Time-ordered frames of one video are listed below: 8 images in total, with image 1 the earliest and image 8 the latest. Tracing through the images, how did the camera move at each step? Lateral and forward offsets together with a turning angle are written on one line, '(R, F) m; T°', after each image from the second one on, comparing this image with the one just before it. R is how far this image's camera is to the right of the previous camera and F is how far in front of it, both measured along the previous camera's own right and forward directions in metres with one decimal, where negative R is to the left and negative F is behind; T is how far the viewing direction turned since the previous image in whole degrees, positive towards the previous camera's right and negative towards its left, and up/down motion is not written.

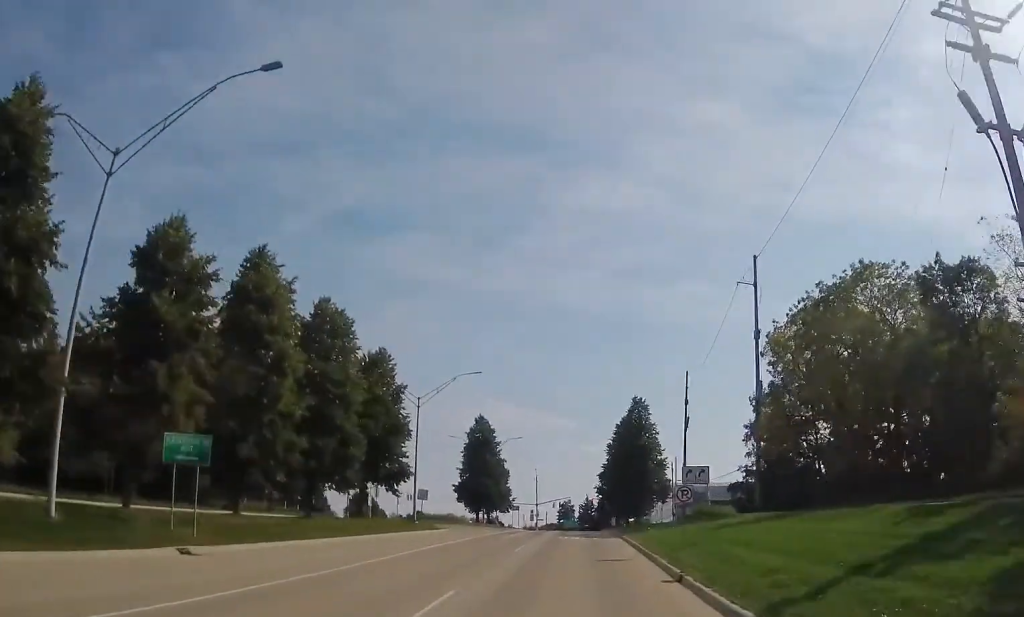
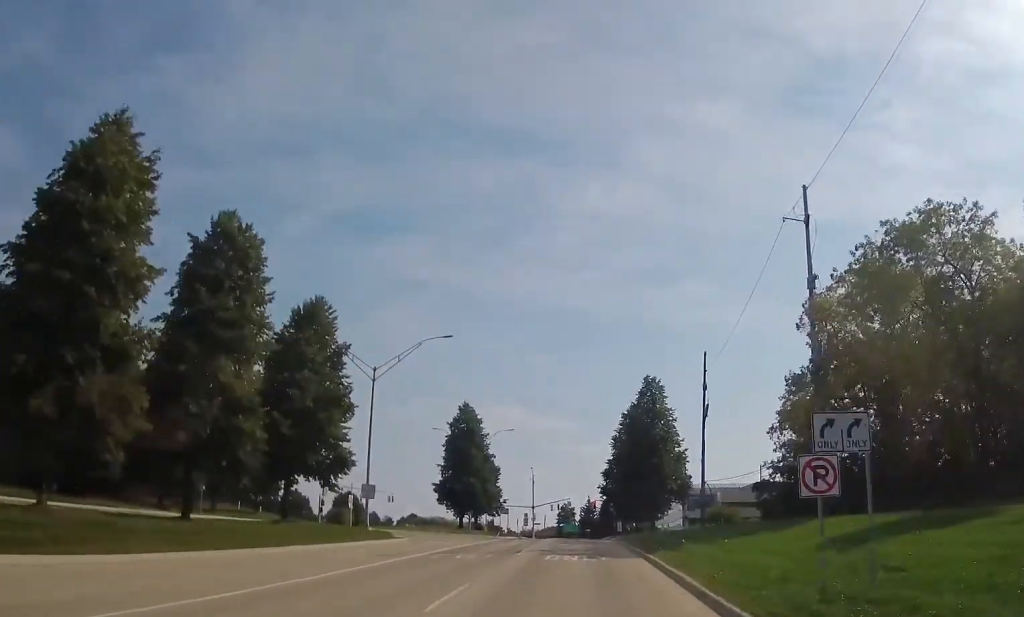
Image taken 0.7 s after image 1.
(0.0, +13.8) m; +1°
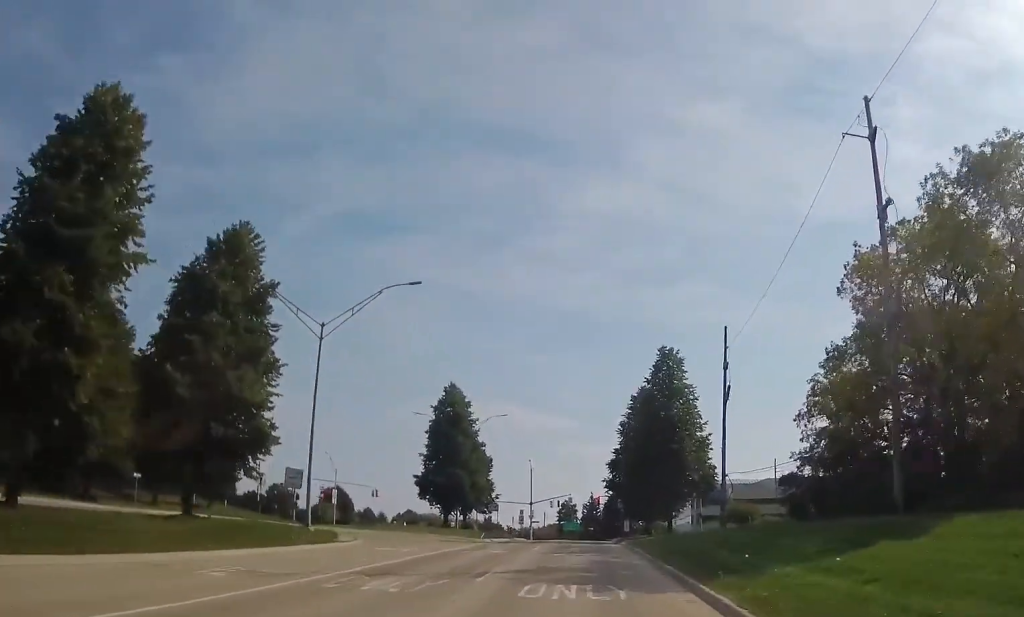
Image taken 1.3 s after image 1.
(-0.1, +10.7) m; +1°
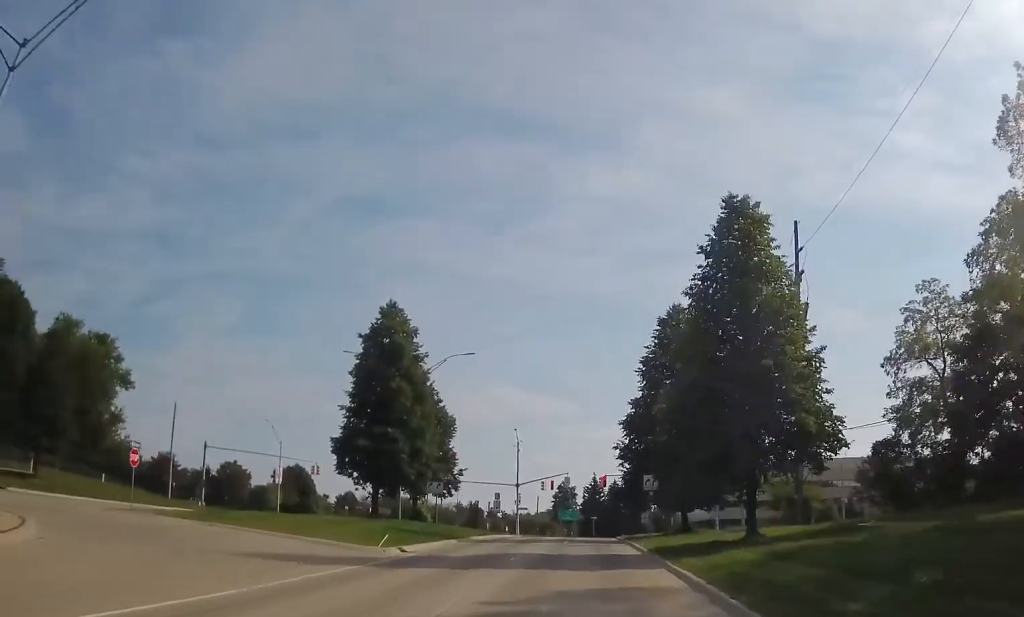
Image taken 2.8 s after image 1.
(+0.3, +24.2) m; -1°
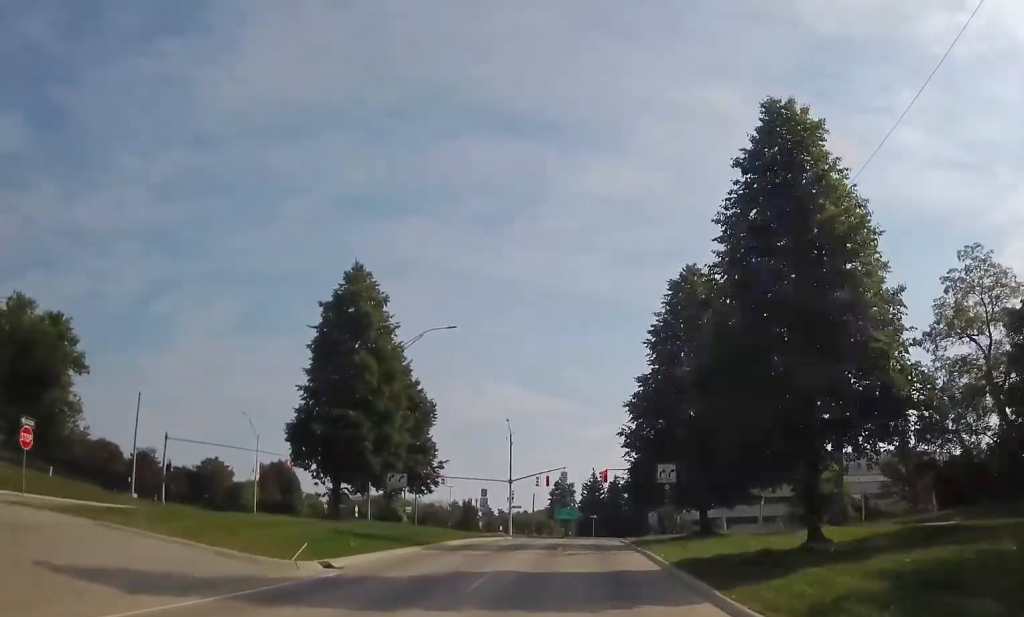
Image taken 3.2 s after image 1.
(-0.1, +7.4) m; -1°
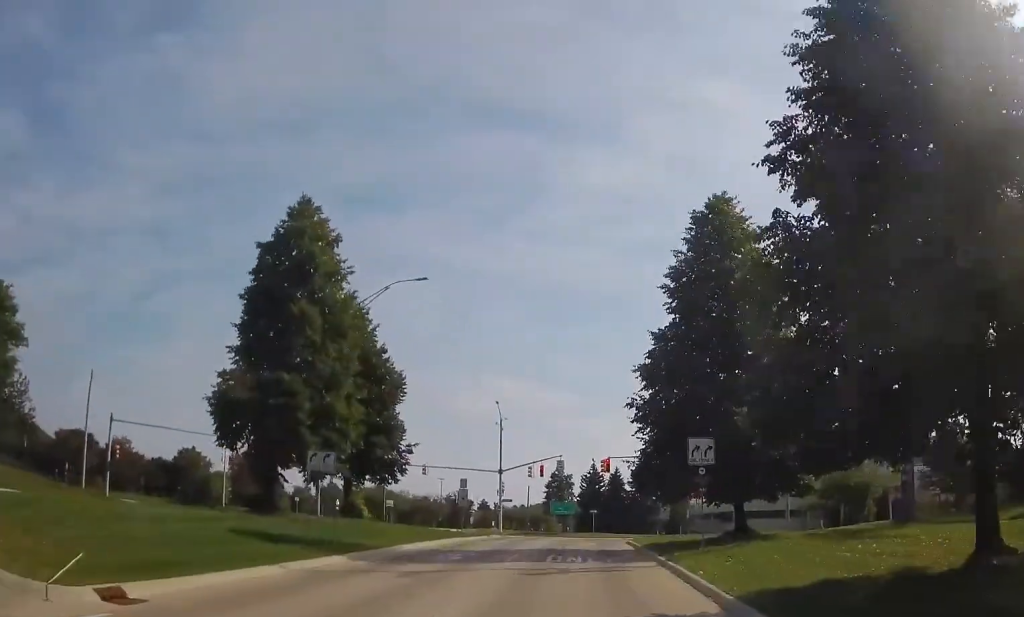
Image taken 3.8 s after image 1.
(-0.1, +8.5) m; +1°
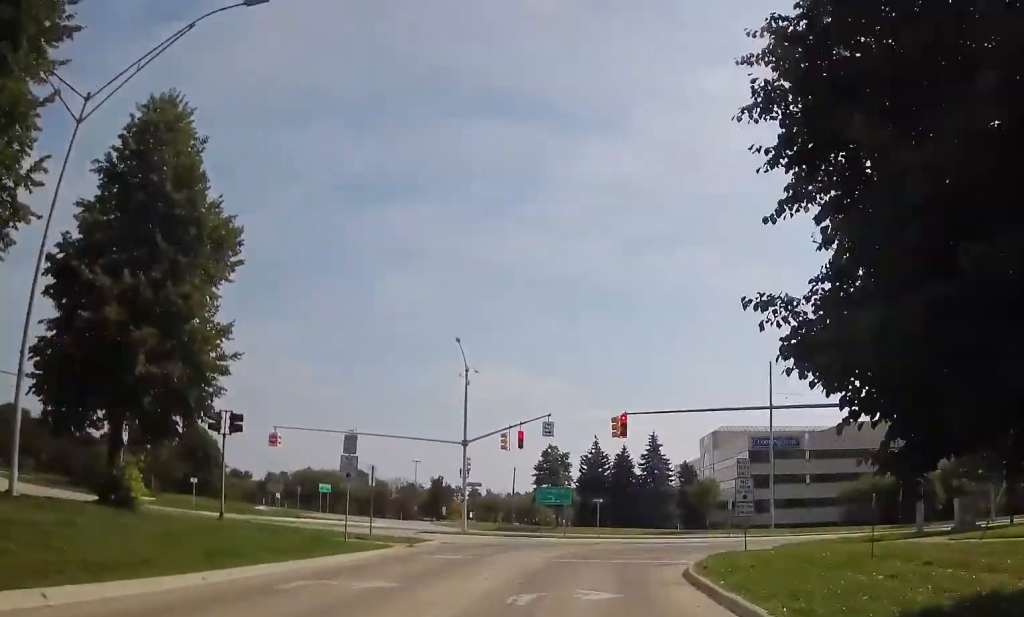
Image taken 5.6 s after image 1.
(+0.7, +22.0) m; +3°
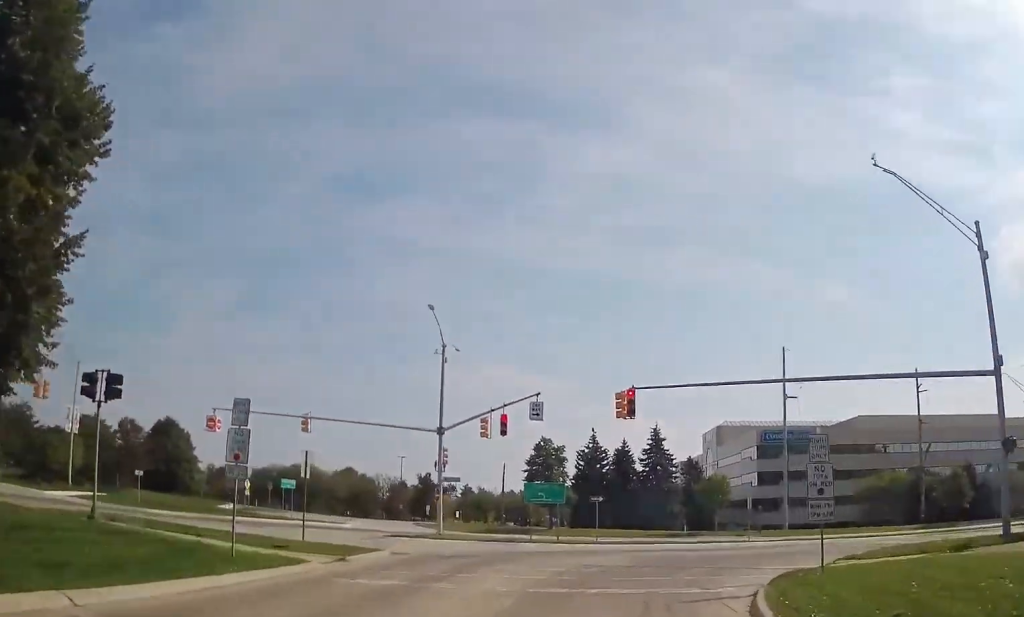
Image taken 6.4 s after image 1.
(0.0, +7.8) m; 0°
